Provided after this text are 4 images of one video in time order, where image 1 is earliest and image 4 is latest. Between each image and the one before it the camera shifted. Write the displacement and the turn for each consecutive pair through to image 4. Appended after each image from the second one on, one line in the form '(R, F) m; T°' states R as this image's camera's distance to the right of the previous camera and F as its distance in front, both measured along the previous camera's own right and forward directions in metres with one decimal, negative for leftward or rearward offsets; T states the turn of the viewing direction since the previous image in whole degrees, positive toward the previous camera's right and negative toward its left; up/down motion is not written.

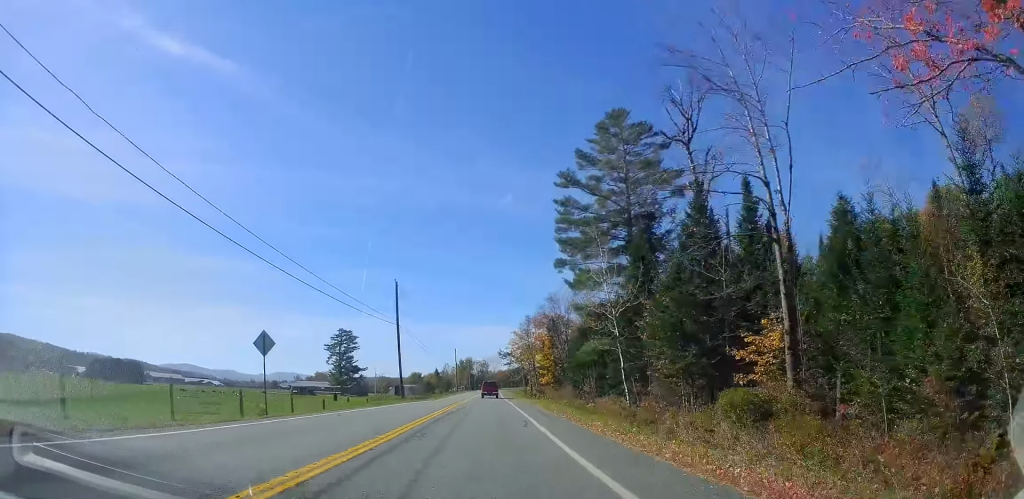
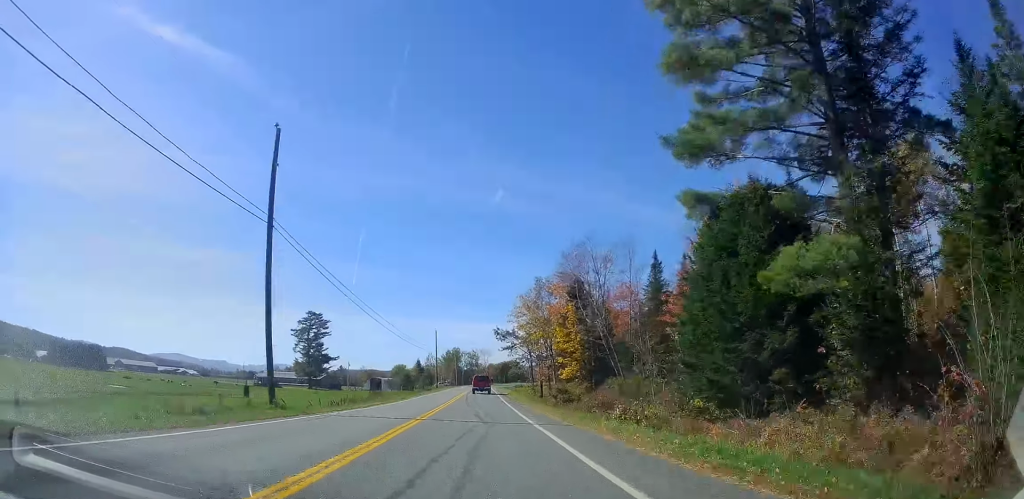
(+1.0, +31.8) m; +4°
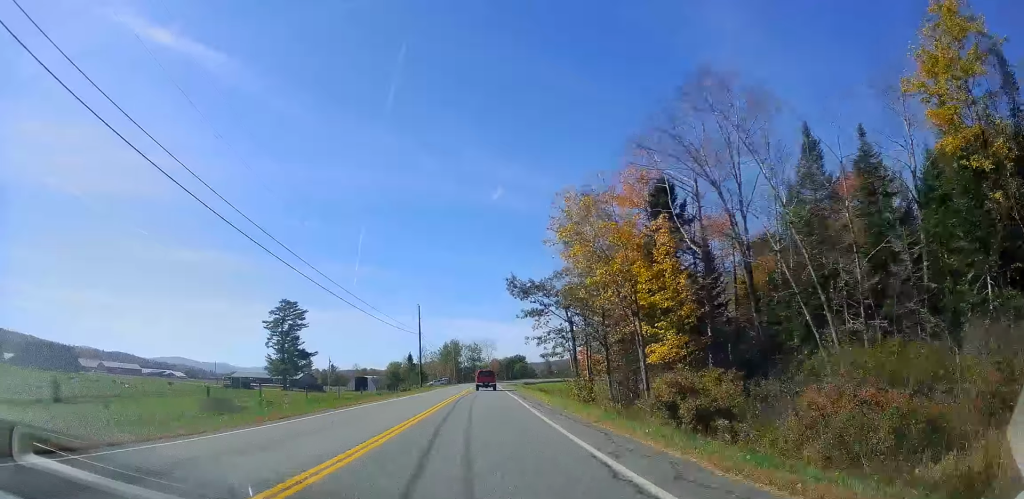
(+0.5, +30.4) m; 0°
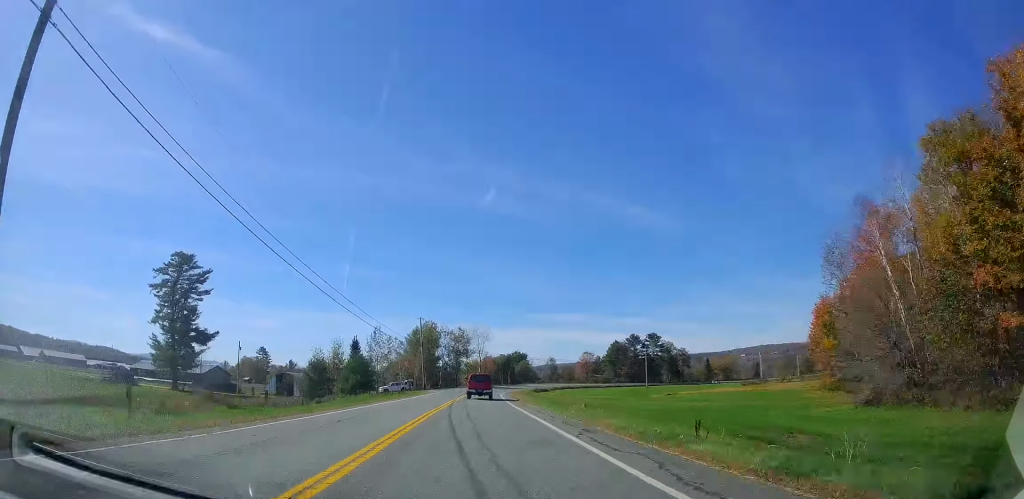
(-0.5, +63.6) m; -1°
